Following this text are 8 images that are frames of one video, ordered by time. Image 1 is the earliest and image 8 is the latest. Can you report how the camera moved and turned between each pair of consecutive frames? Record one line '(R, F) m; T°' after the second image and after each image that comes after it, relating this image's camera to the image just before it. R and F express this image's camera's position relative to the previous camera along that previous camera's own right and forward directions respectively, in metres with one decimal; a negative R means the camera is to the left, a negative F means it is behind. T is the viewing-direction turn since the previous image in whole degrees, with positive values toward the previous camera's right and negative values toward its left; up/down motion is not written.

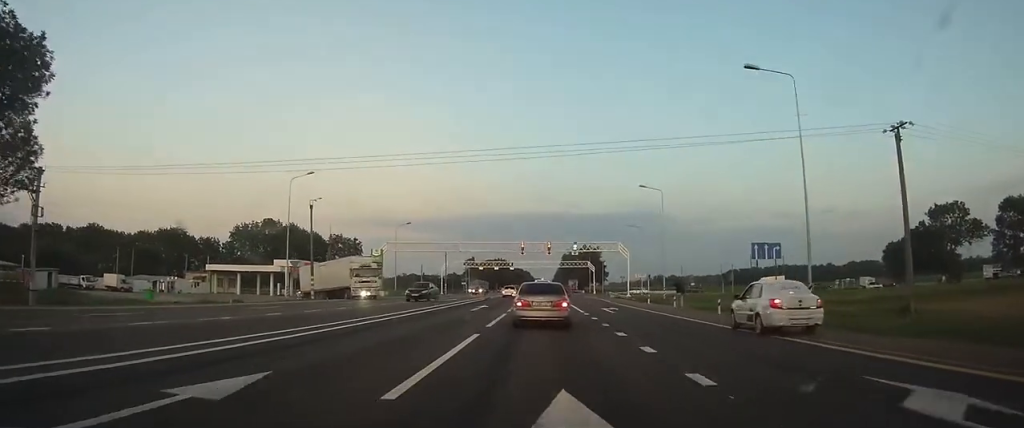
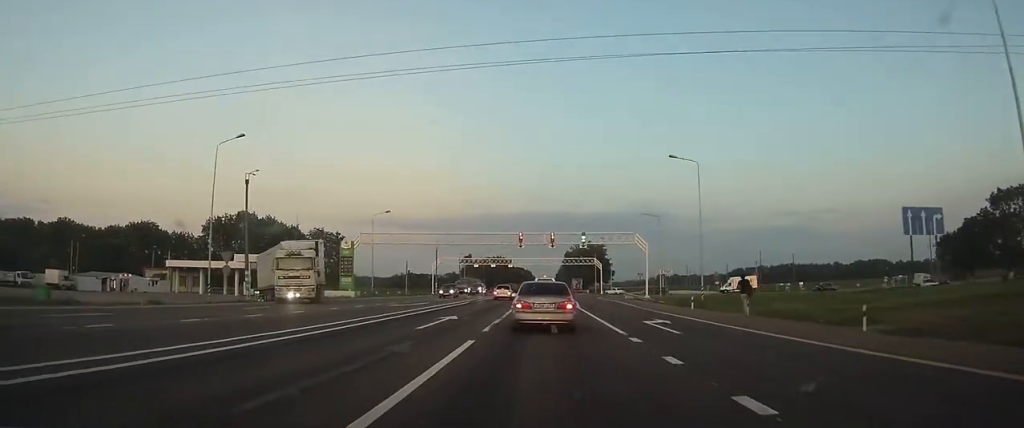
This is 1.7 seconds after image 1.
(-0.1, +13.3) m; 0°
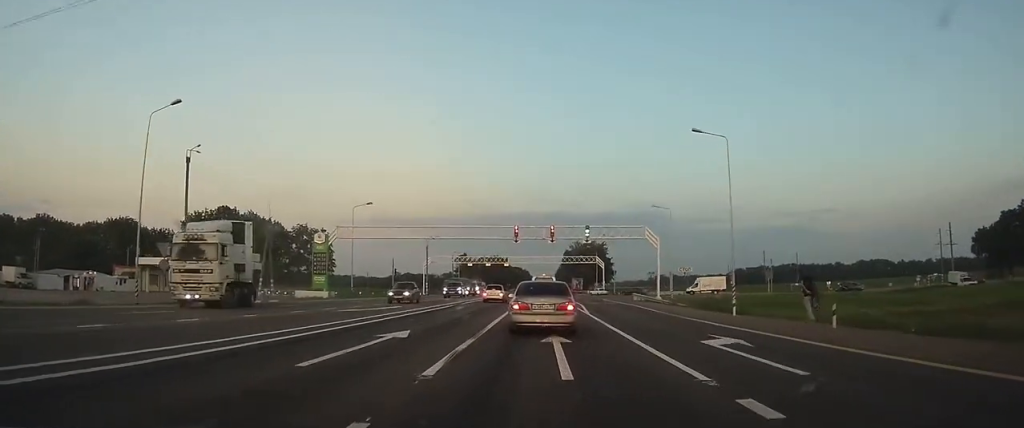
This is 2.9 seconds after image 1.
(+0.1, +7.5) m; +1°
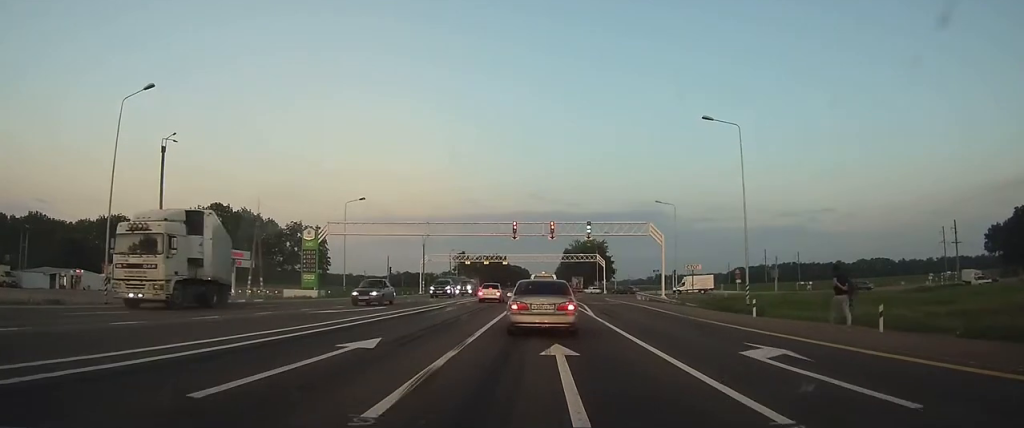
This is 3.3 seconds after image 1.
(0.0, +2.5) m; +1°
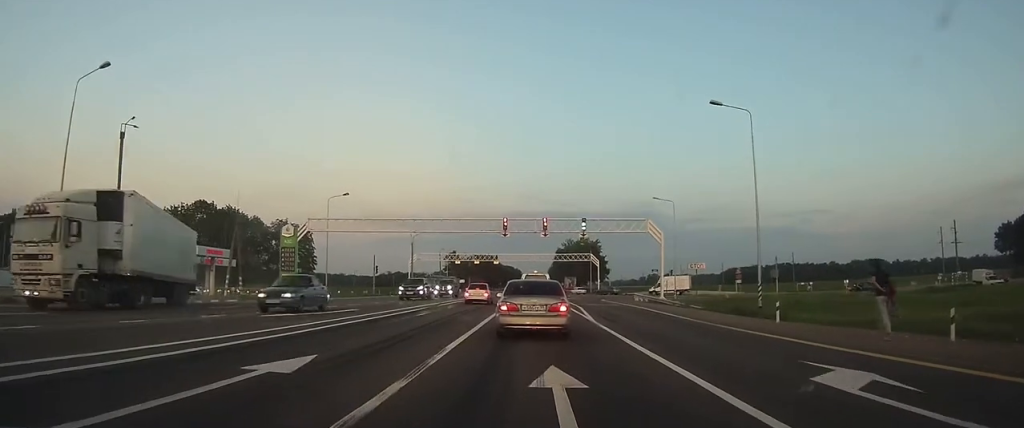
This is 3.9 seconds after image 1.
(0.0, +3.2) m; +1°
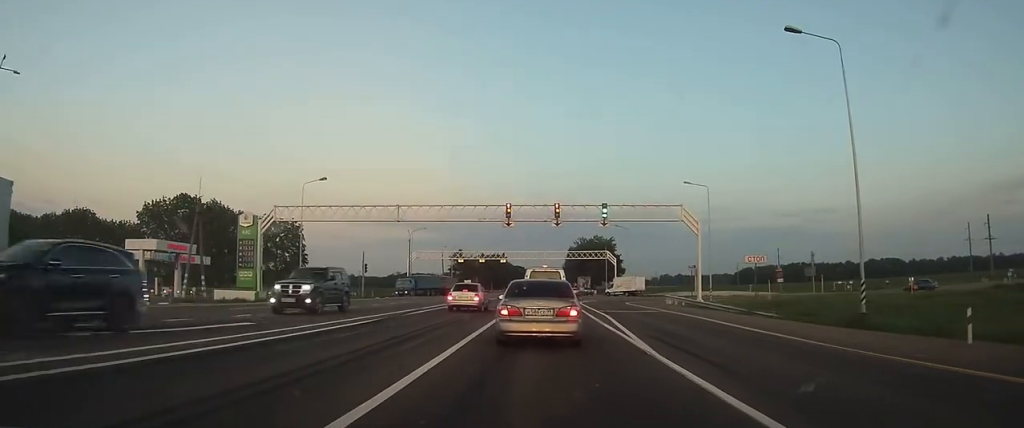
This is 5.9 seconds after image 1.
(-0.1, +9.7) m; -2°
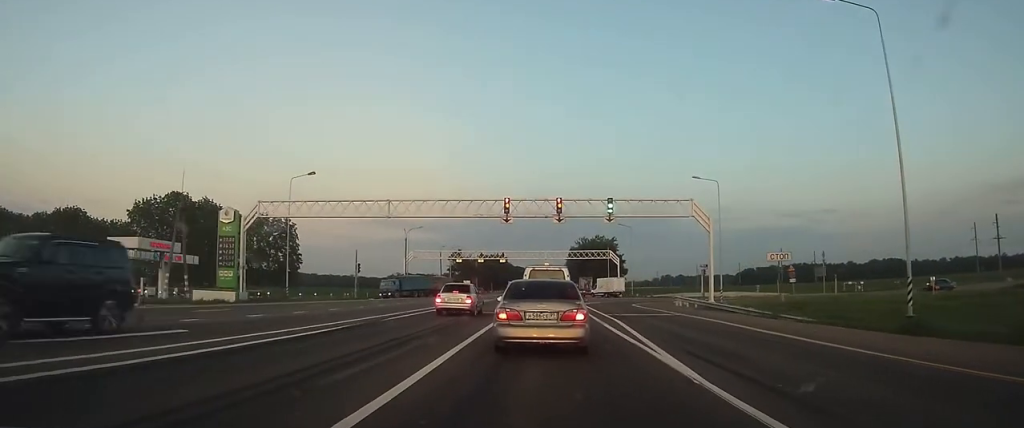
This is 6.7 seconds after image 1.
(0.0, +3.0) m; -1°
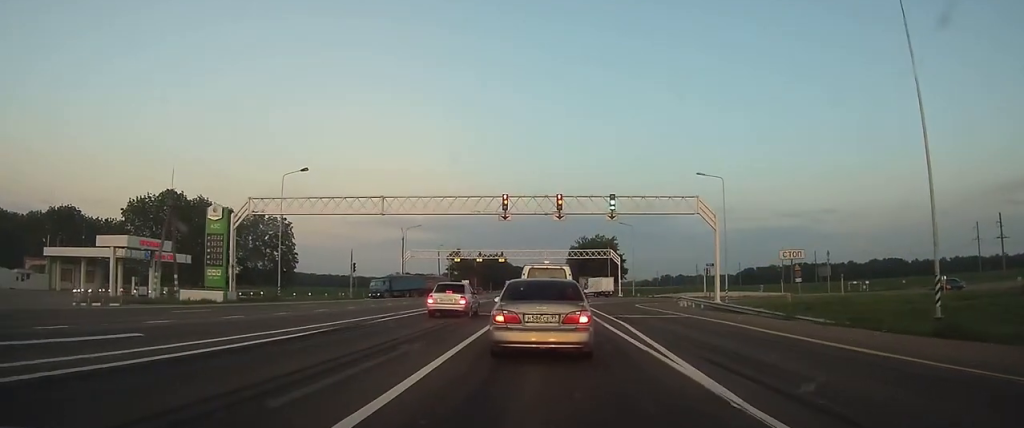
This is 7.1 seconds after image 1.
(0.0, +1.4) m; 0°
